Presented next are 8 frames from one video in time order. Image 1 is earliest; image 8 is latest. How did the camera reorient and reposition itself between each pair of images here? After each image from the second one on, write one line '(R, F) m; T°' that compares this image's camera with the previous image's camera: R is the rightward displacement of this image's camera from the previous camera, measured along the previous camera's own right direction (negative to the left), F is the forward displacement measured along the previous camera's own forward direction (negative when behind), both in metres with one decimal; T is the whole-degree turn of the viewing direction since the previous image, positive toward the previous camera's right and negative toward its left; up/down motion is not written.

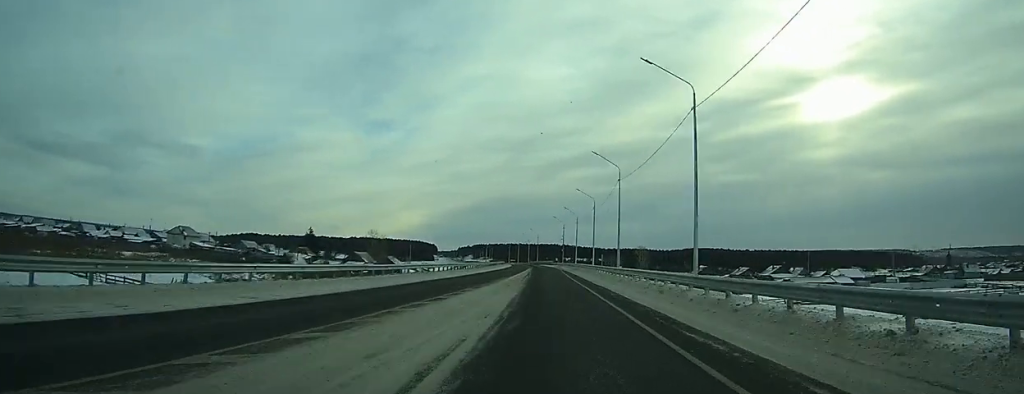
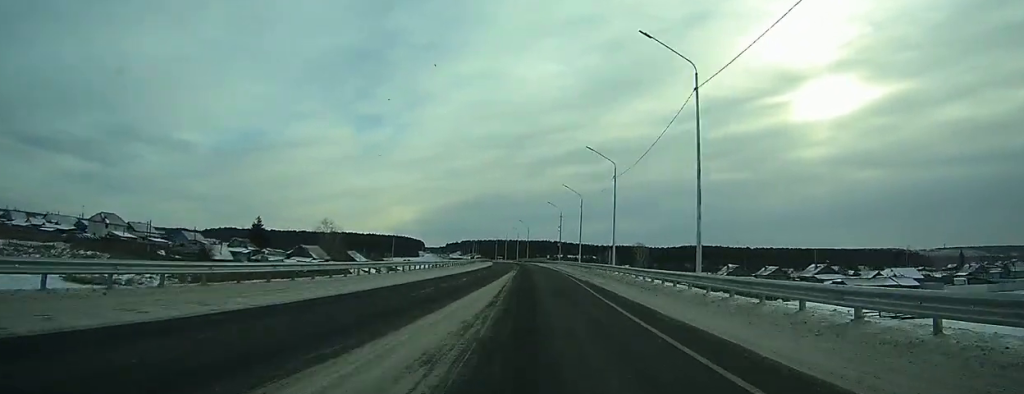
(-0.2, +29.9) m; 0°
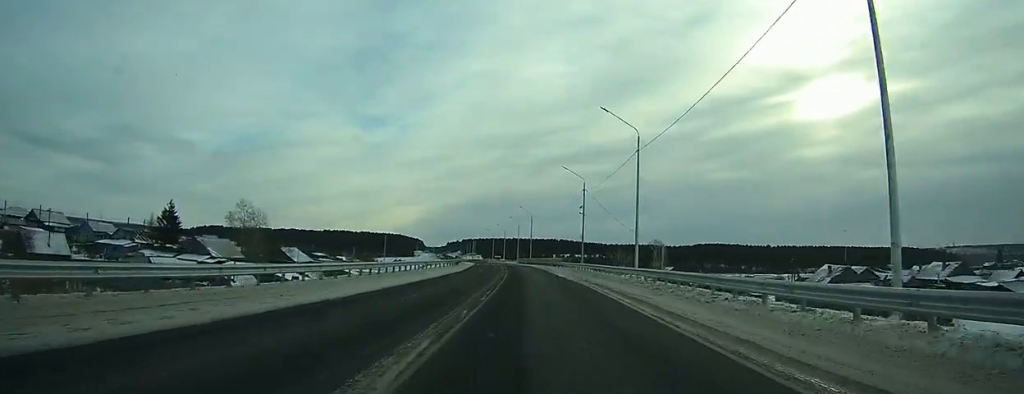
(-0.1, +40.9) m; -1°
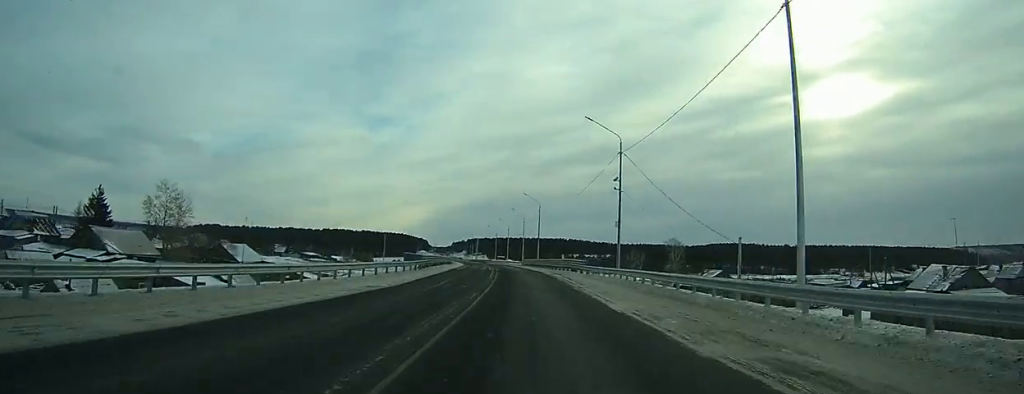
(-0.1, +25.0) m; -1°
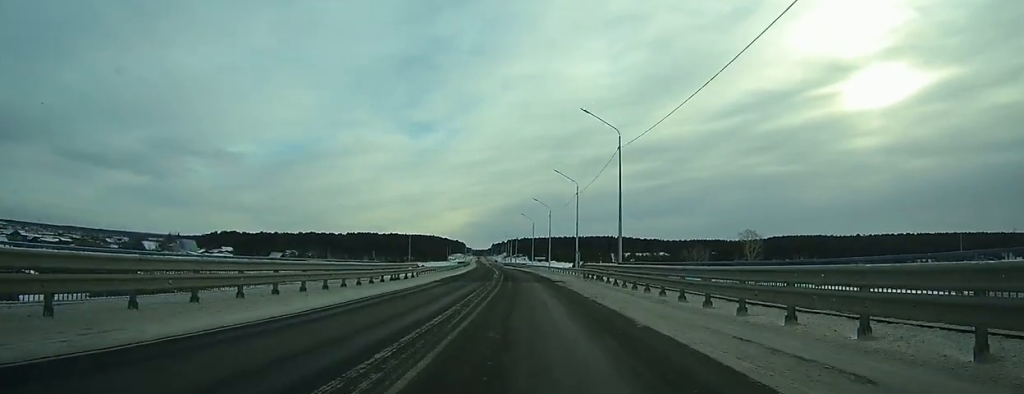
(-1.4, +57.7) m; -3°
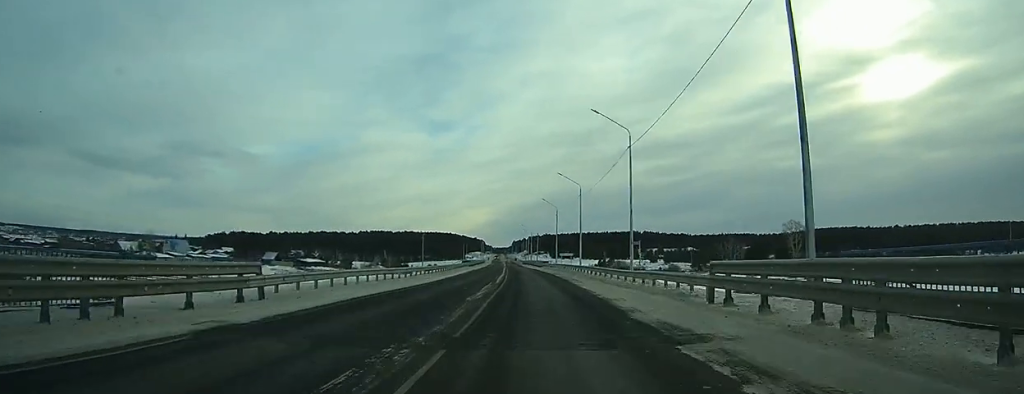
(-0.5, +25.5) m; -2°
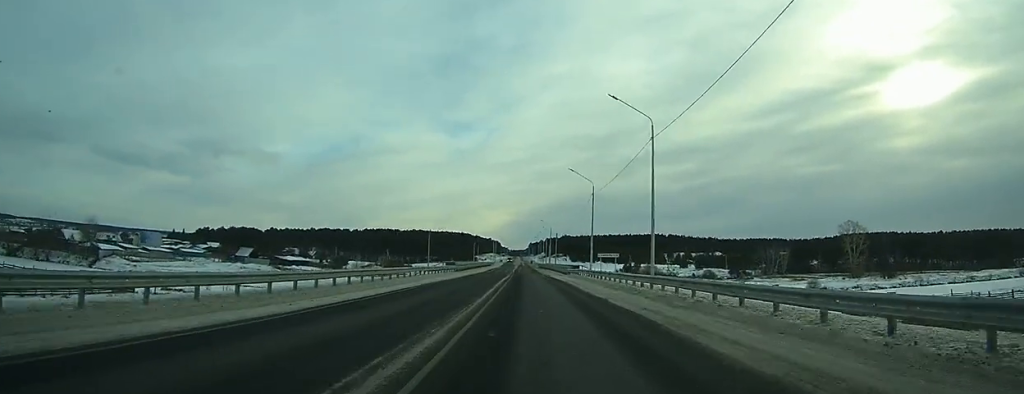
(-0.7, +35.1) m; -2°
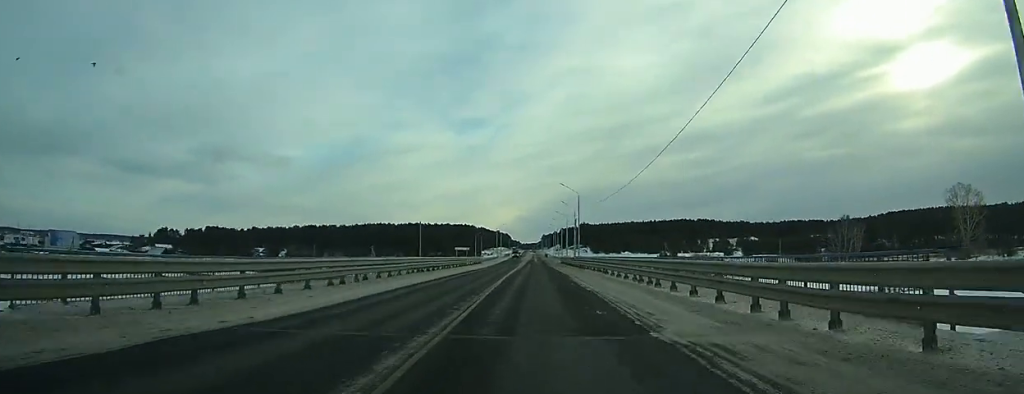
(-1.0, +63.8) m; -1°
